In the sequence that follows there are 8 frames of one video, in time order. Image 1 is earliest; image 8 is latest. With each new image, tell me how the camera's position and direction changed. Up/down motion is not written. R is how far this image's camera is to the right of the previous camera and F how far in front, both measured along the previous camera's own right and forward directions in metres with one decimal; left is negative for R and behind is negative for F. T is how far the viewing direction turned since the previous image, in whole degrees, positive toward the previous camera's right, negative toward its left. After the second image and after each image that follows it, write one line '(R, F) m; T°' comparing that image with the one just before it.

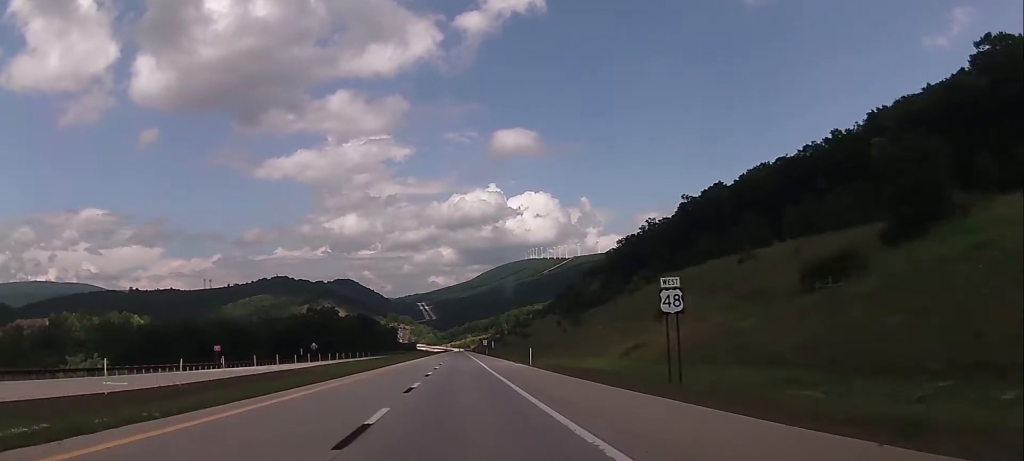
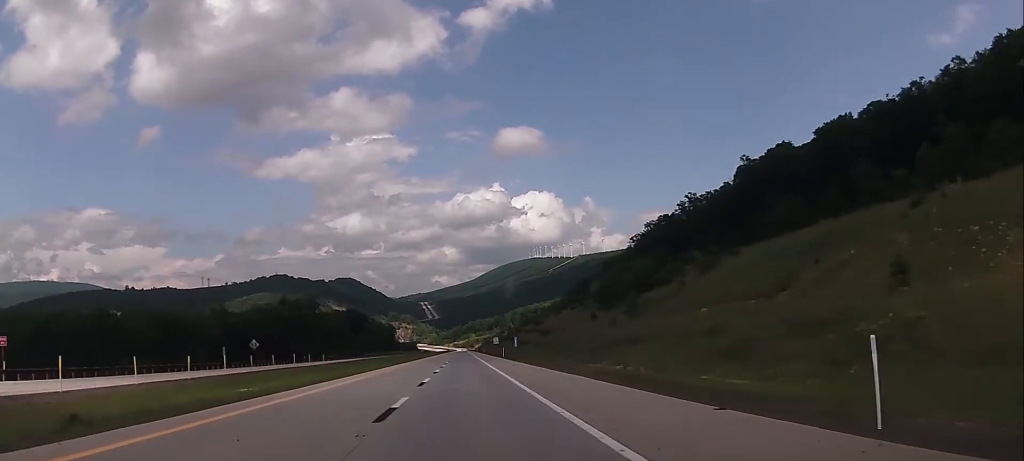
(0.0, +46.4) m; 0°
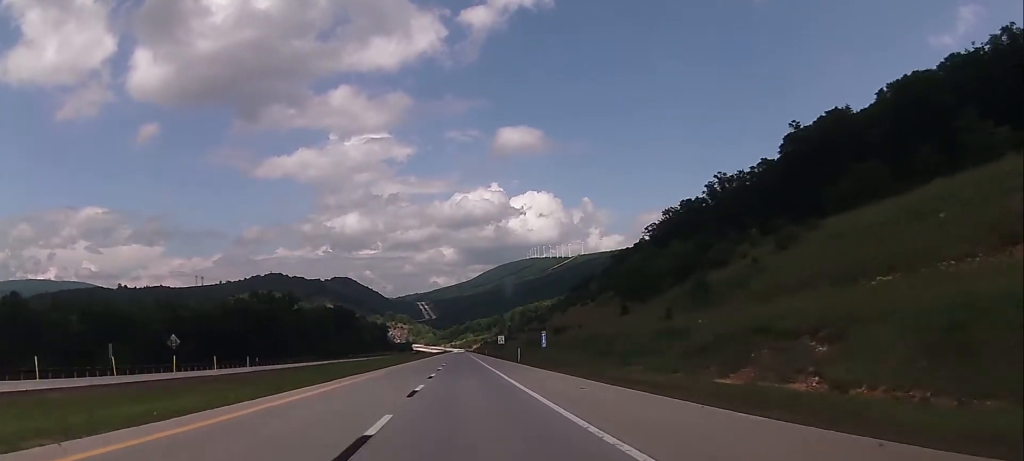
(+0.1, +29.8) m; 0°
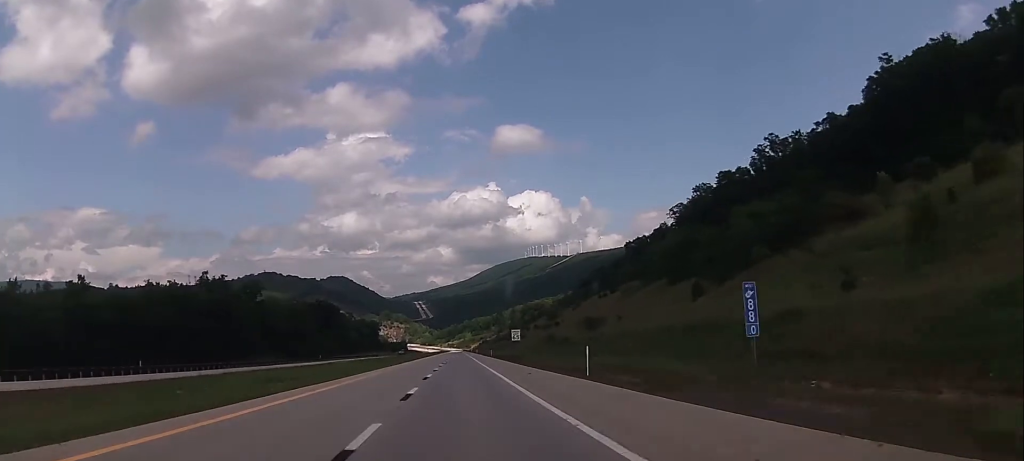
(+0.1, +38.7) m; 0°
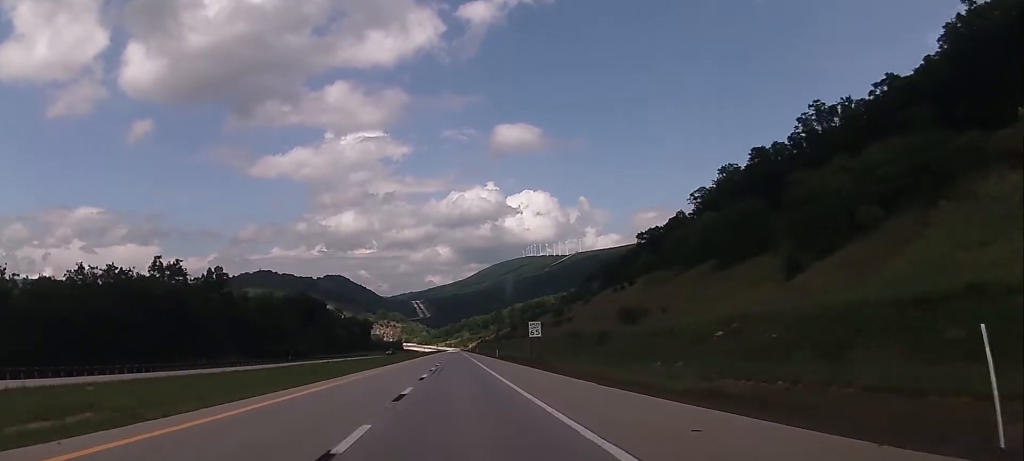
(-0.2, +25.4) m; 0°
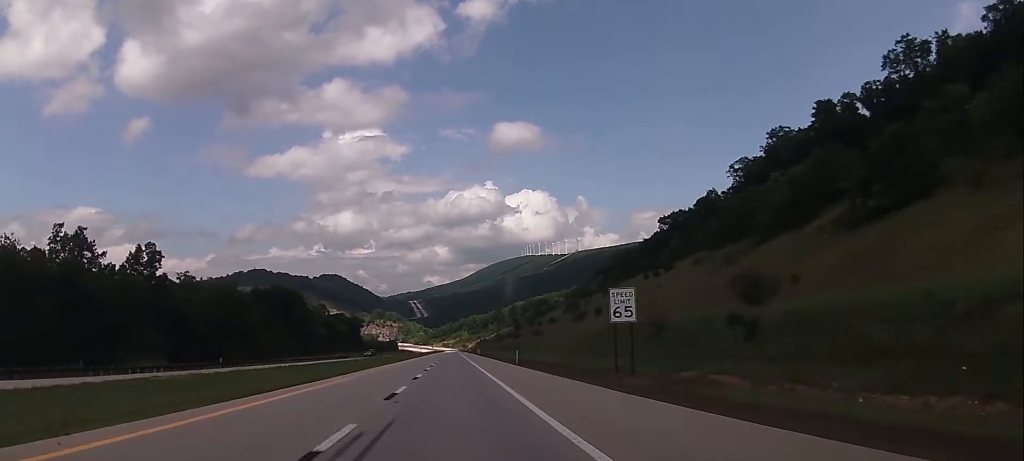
(0.0, +36.5) m; 0°
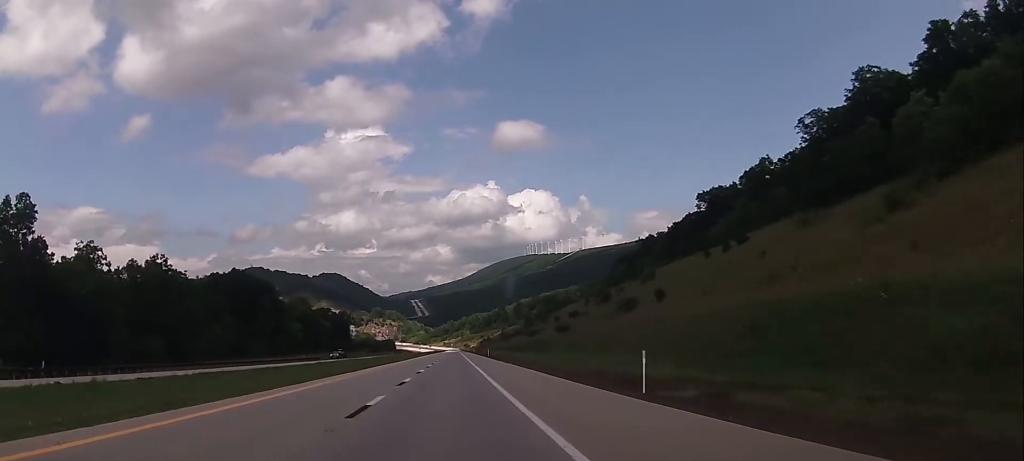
(0.0, +42.0) m; 0°
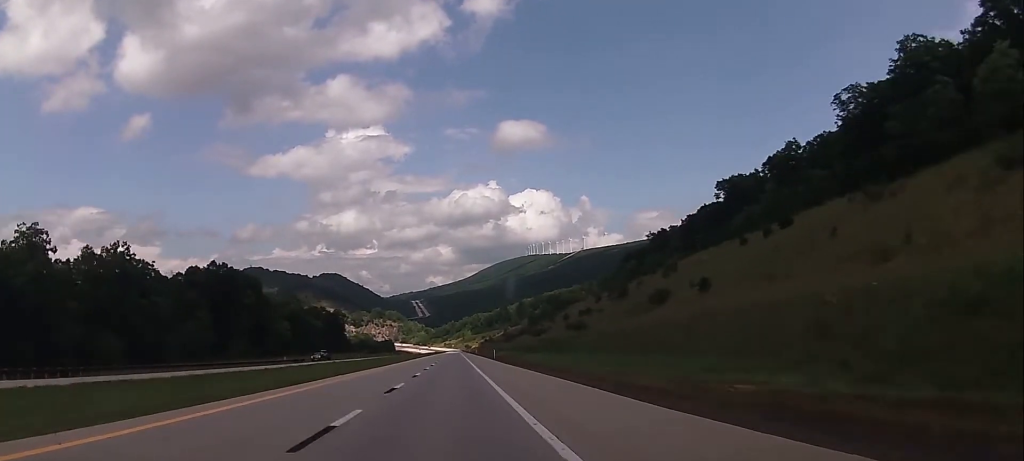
(-0.1, +16.6) m; 0°
